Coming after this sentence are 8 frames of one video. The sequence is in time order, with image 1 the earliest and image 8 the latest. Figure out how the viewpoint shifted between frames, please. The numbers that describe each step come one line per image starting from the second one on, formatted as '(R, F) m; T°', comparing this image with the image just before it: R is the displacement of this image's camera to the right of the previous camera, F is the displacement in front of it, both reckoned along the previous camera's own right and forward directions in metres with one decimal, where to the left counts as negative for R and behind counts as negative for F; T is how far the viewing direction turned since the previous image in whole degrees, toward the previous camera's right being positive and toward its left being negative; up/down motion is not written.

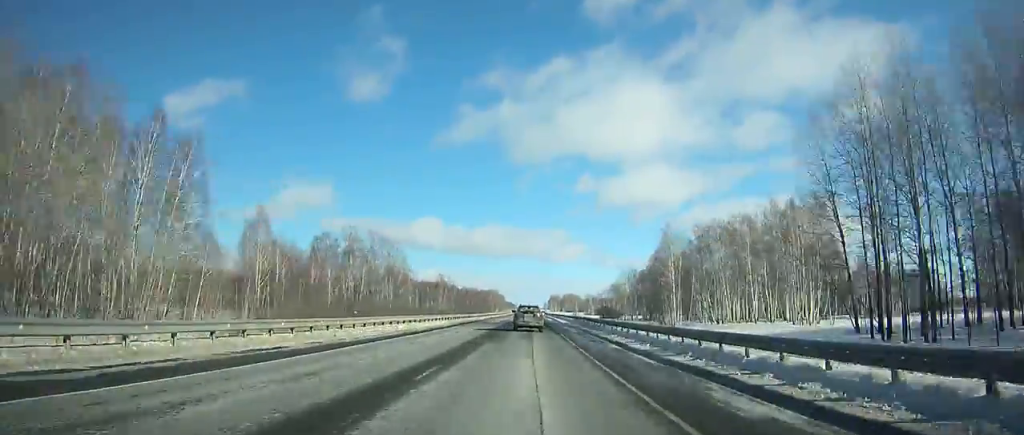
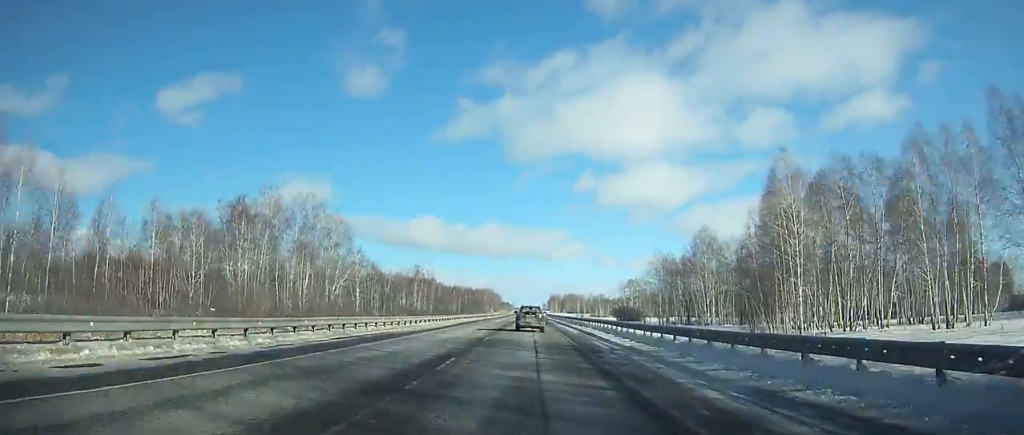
(+0.2, +46.0) m; 0°
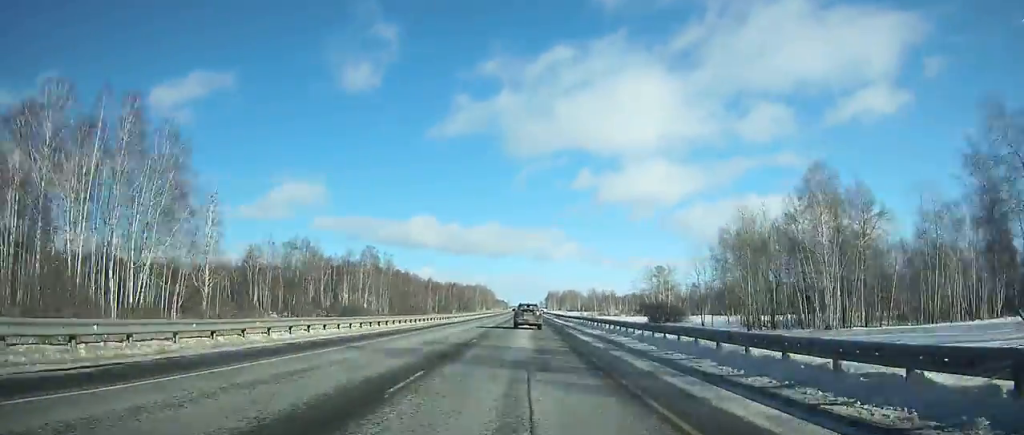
(+0.2, +51.8) m; 0°
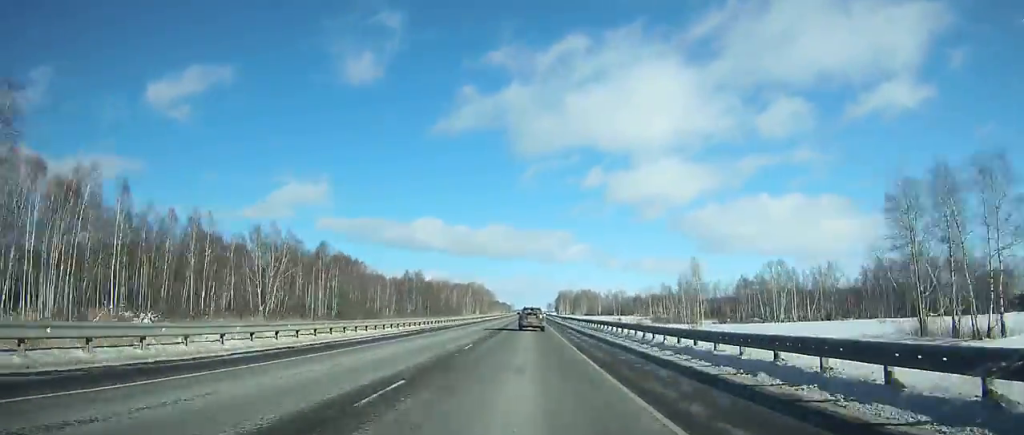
(-0.2, +110.3) m; 0°
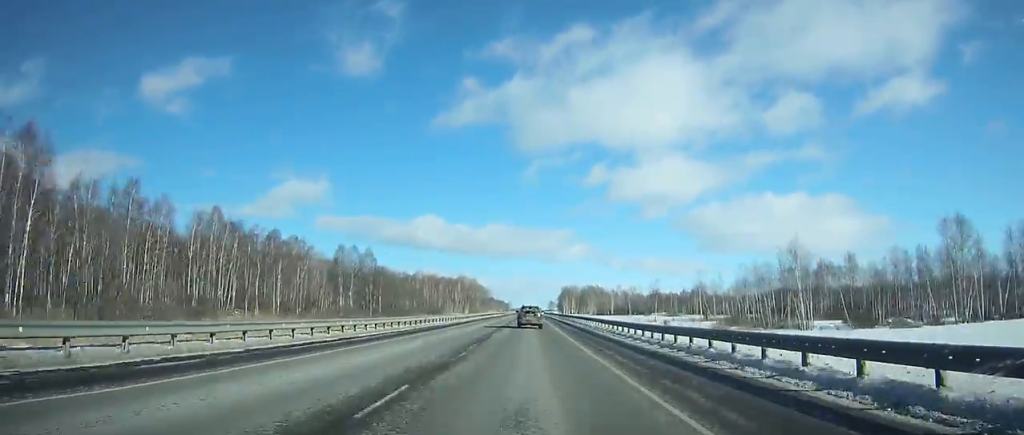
(-0.2, +61.2) m; 0°
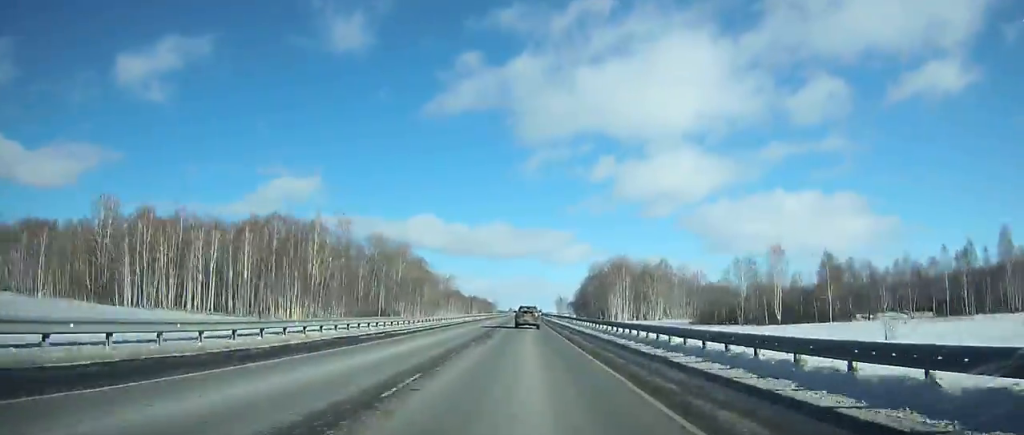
(+0.1, +225.0) m; 0°
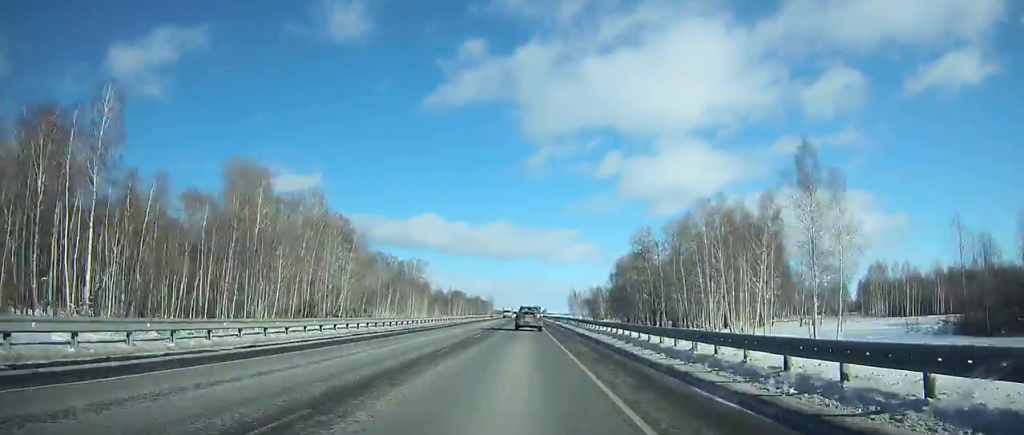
(0.0, +85.1) m; 0°
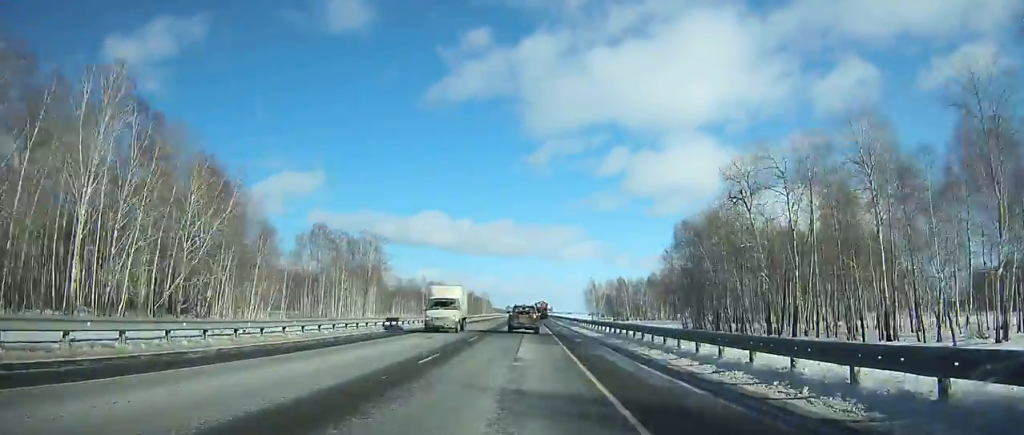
(-0.1, +57.4) m; 0°
